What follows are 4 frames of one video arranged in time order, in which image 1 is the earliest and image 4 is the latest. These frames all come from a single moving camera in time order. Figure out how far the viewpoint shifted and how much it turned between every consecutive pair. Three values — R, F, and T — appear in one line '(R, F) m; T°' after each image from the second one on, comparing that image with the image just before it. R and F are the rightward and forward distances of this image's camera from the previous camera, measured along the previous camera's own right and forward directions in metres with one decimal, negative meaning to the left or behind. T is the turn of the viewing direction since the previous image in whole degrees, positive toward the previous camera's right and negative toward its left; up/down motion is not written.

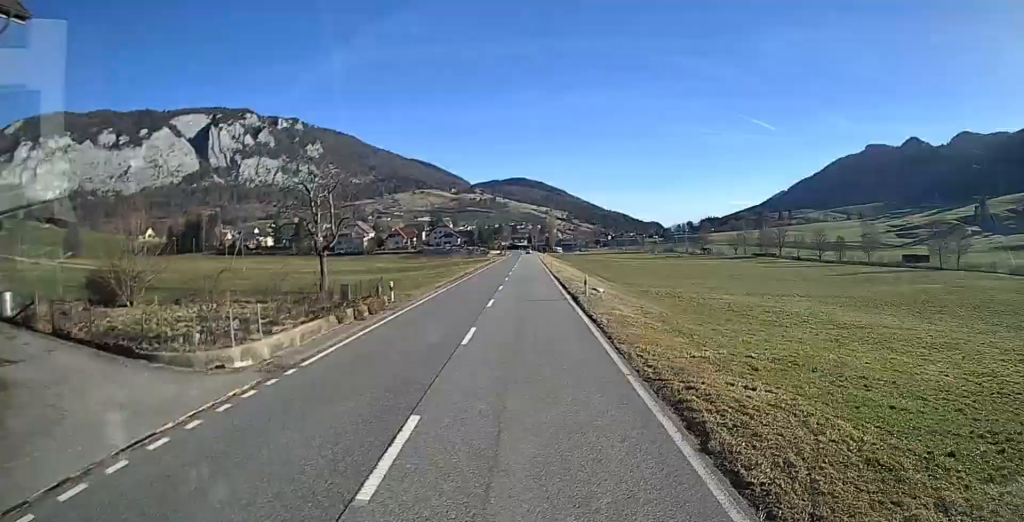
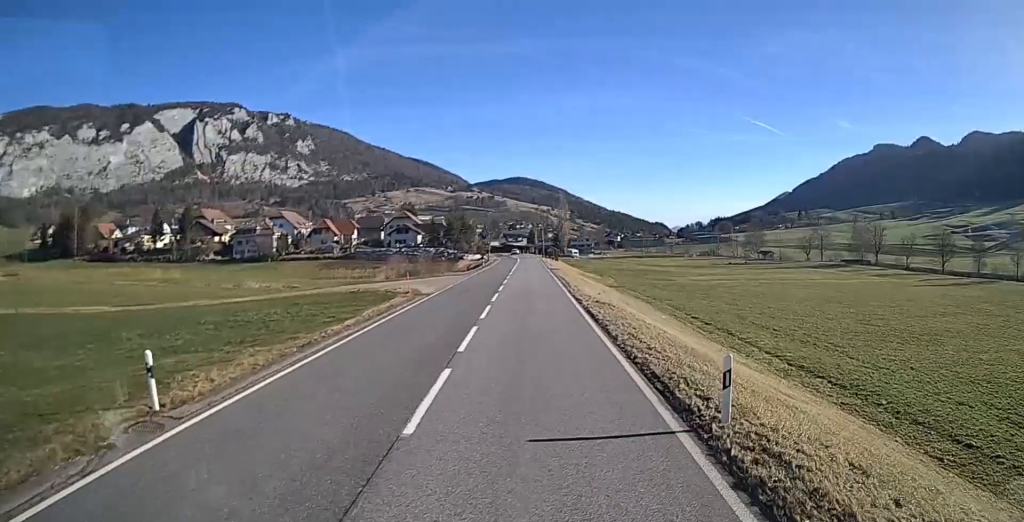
(-0.1, +88.7) m; 0°
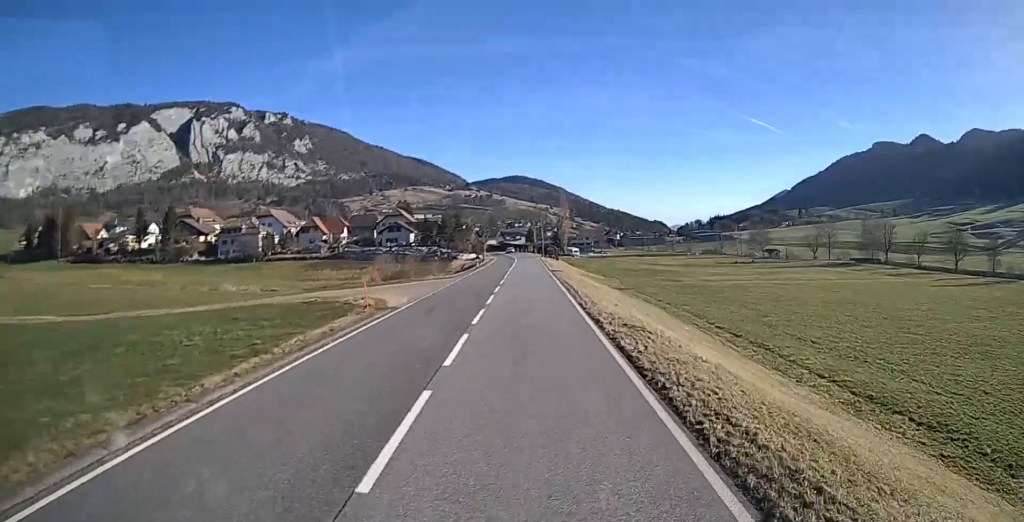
(0.0, +7.8) m; 0°
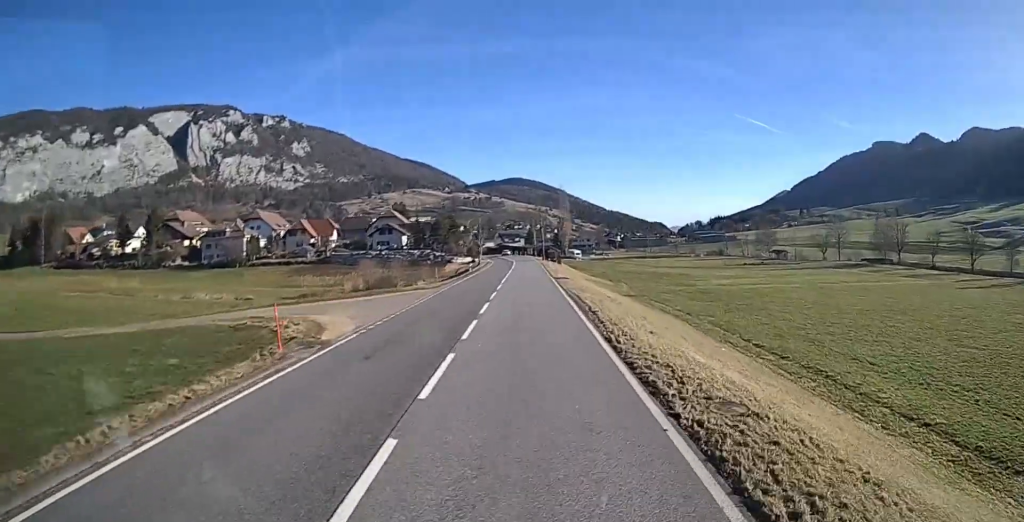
(0.0, +8.4) m; 0°
